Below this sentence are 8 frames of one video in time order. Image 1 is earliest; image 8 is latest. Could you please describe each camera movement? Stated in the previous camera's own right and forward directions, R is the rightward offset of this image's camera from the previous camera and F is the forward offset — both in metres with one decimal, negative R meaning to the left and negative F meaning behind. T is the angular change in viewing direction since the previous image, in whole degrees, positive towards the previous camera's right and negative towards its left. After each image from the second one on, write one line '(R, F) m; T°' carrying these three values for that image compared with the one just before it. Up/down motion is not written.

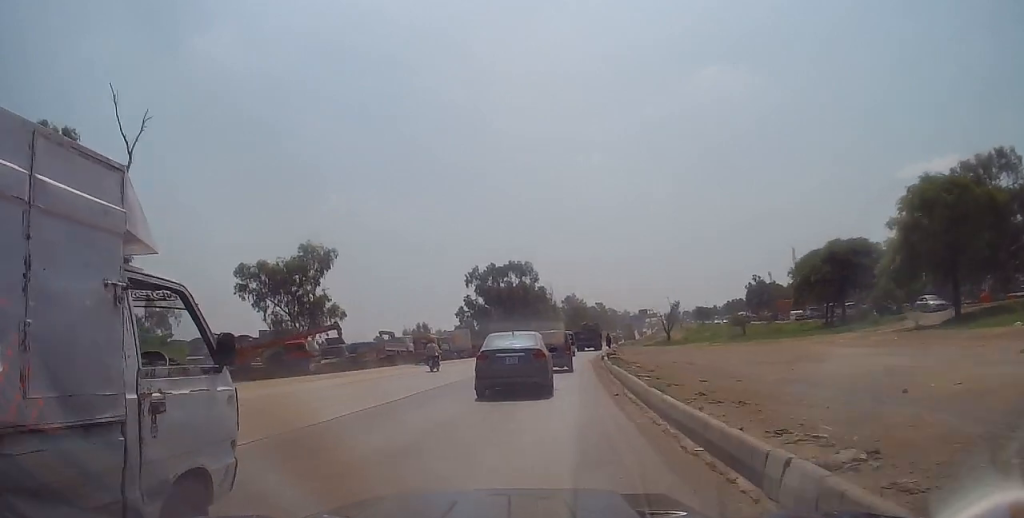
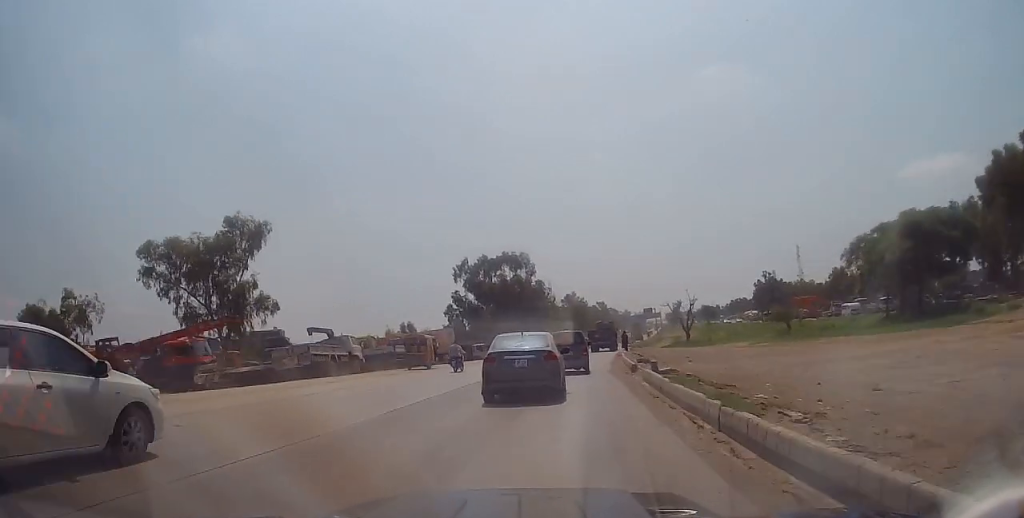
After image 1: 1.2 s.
(+0.5, +13.5) m; 0°
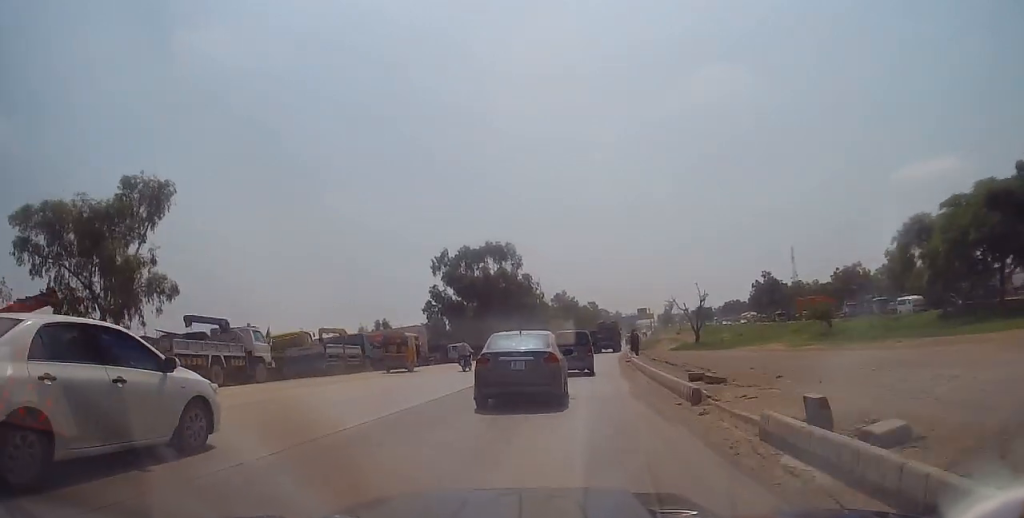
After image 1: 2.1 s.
(-0.5, +10.6) m; -1°
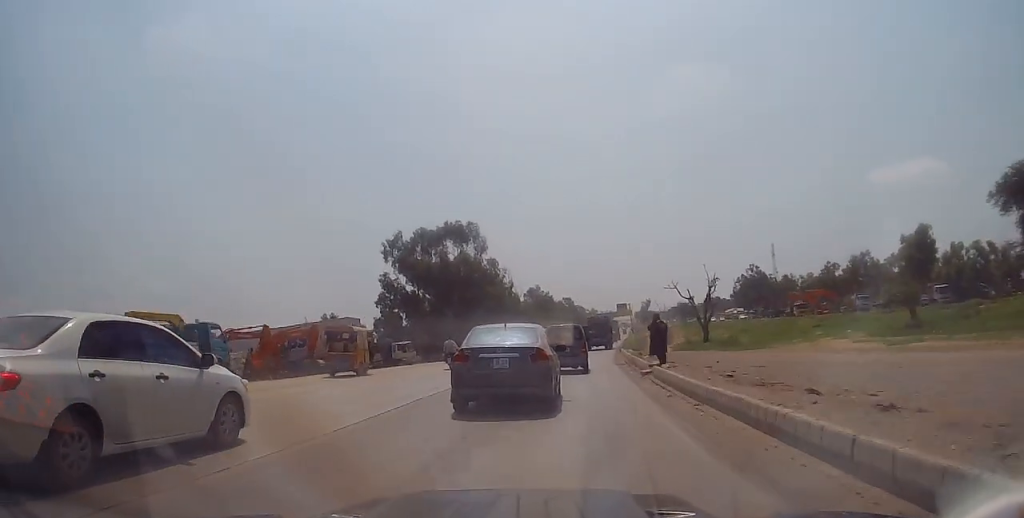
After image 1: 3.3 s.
(+0.5, +14.2) m; +2°
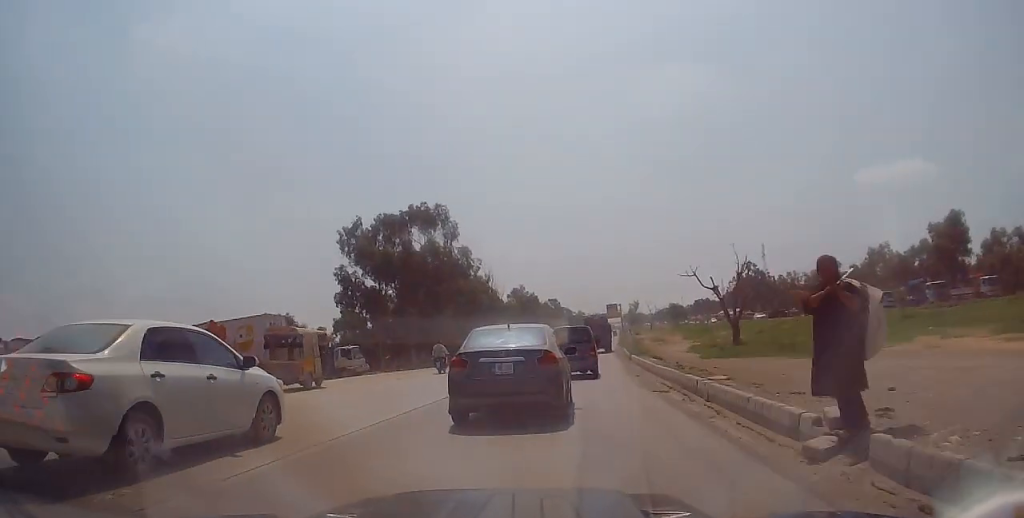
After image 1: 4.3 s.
(+0.1, +12.6) m; +2°
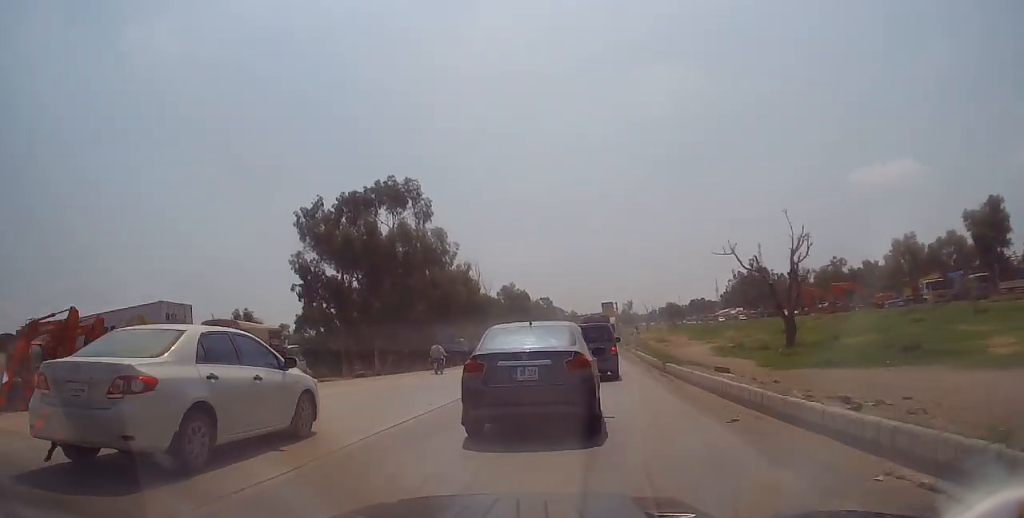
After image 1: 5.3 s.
(+0.3, +10.7) m; +2°
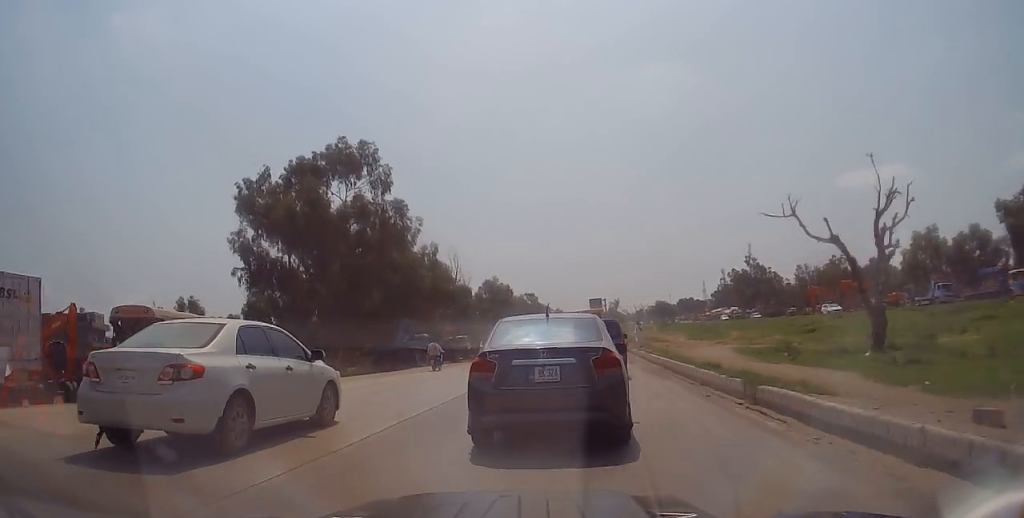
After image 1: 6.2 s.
(+0.2, +9.9) m; 0°
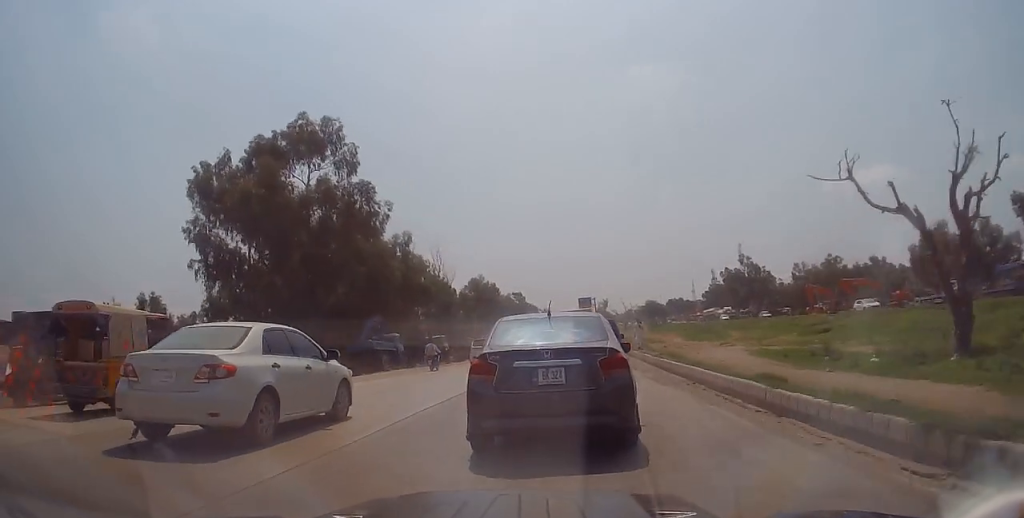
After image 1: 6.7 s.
(-0.2, +5.5) m; +1°
